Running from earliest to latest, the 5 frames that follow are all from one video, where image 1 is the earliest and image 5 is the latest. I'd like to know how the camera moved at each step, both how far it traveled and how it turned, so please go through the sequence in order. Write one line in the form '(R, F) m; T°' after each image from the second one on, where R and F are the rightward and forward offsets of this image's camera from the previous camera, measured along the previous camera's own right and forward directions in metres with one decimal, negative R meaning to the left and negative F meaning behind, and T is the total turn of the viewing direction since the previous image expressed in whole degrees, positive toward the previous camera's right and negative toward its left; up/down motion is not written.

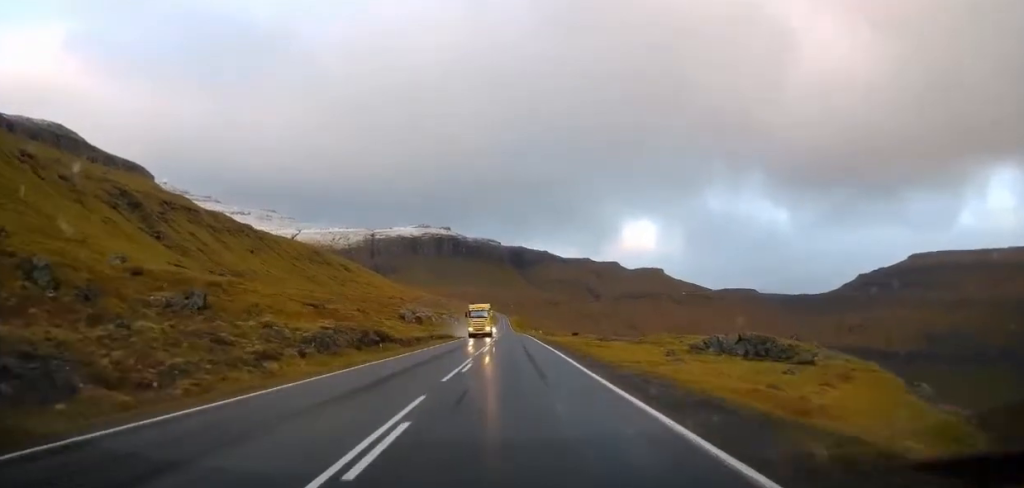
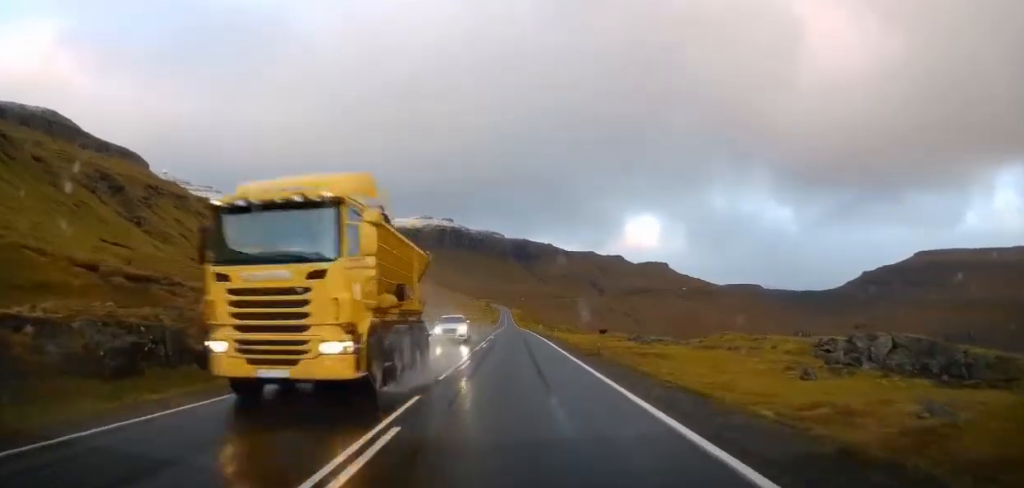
(+0.3, +24.8) m; 0°
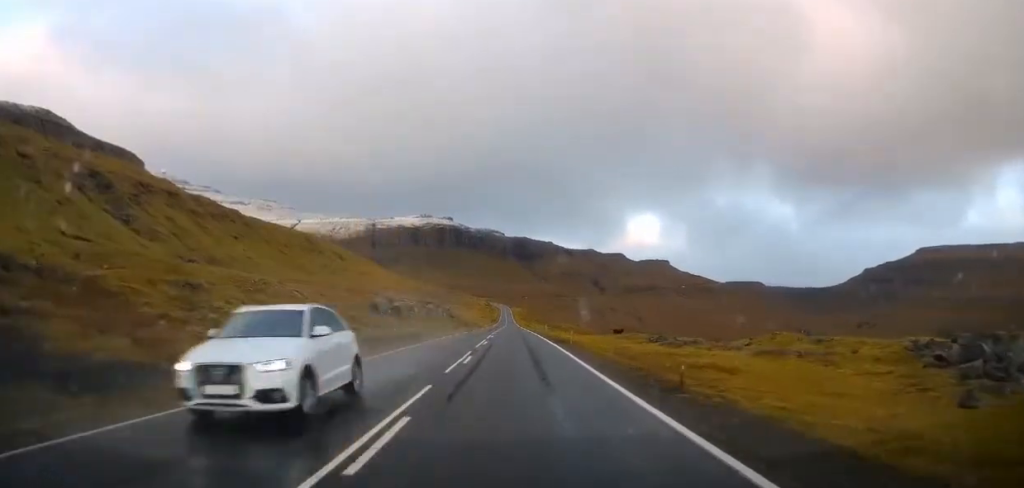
(0.0, +11.2) m; 0°
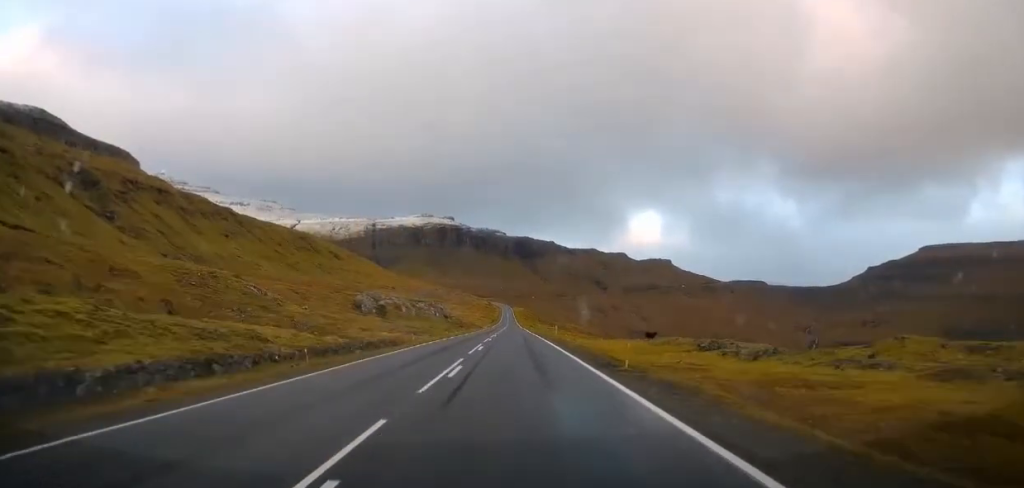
(-0.2, +15.3) m; +1°
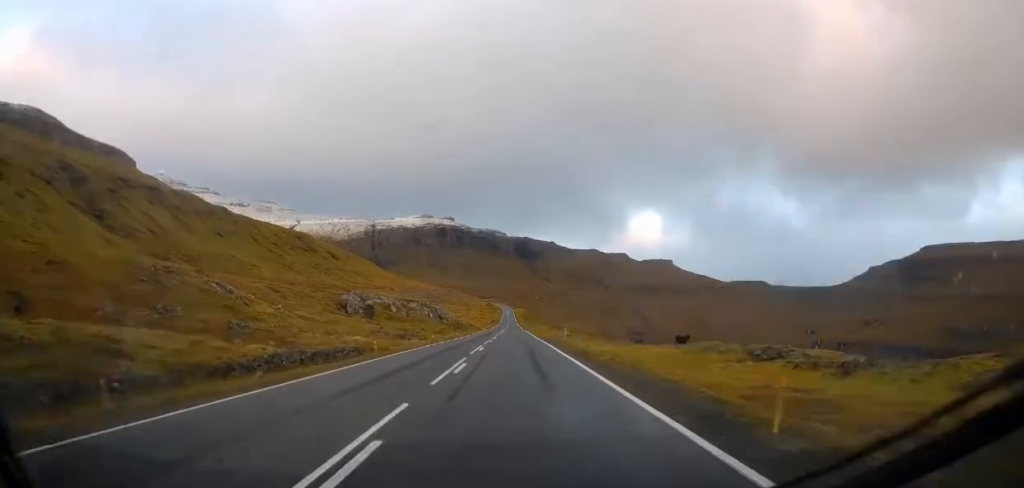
(+0.2, +10.1) m; +2°
